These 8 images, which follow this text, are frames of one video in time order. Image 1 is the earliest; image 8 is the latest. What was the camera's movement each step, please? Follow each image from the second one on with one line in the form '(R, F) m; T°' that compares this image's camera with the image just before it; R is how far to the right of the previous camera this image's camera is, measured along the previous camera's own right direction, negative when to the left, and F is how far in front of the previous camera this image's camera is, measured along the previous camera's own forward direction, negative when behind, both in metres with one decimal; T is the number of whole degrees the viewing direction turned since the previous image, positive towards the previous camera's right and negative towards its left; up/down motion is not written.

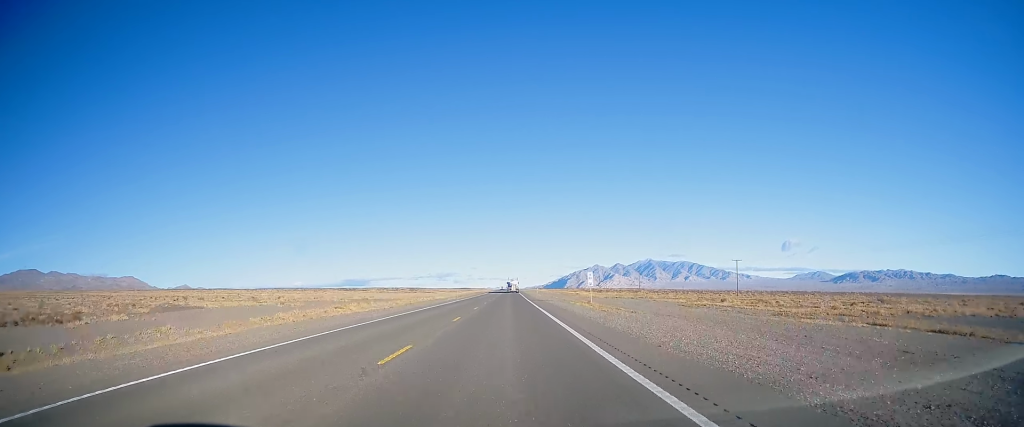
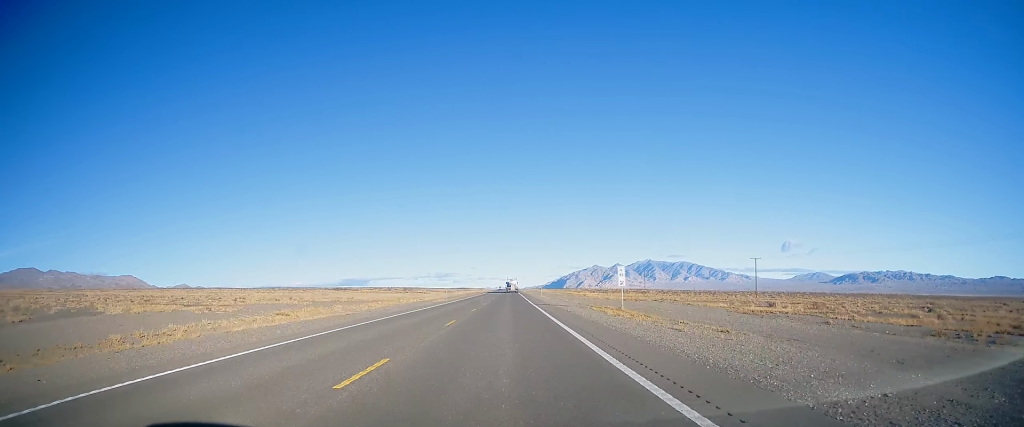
(+0.1, +14.3) m; 0°
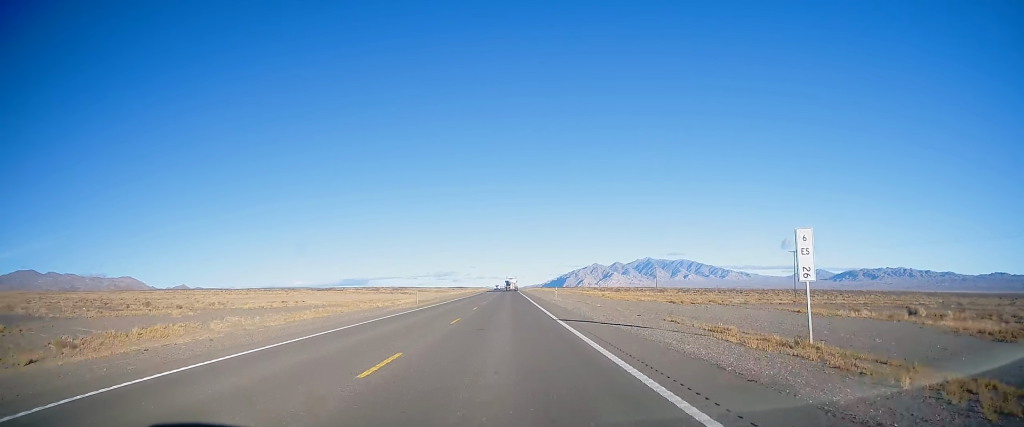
(-0.5, +23.2) m; 0°
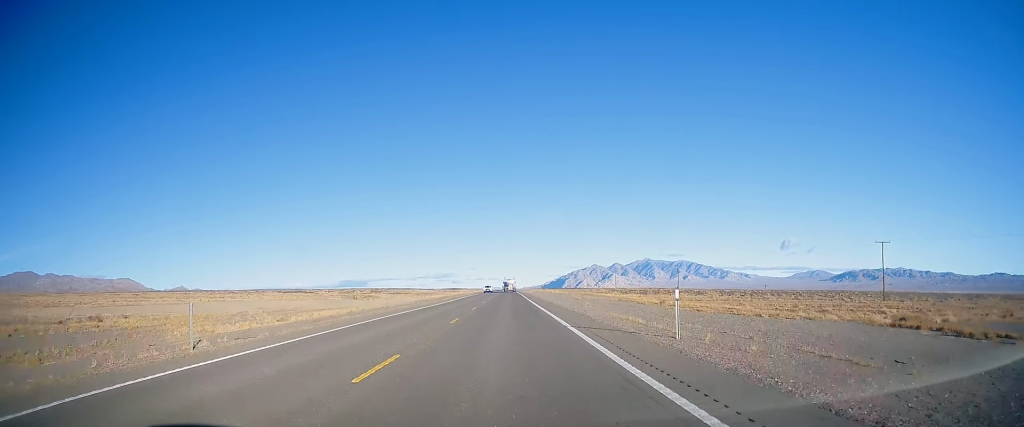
(+0.5, +36.6) m; 0°
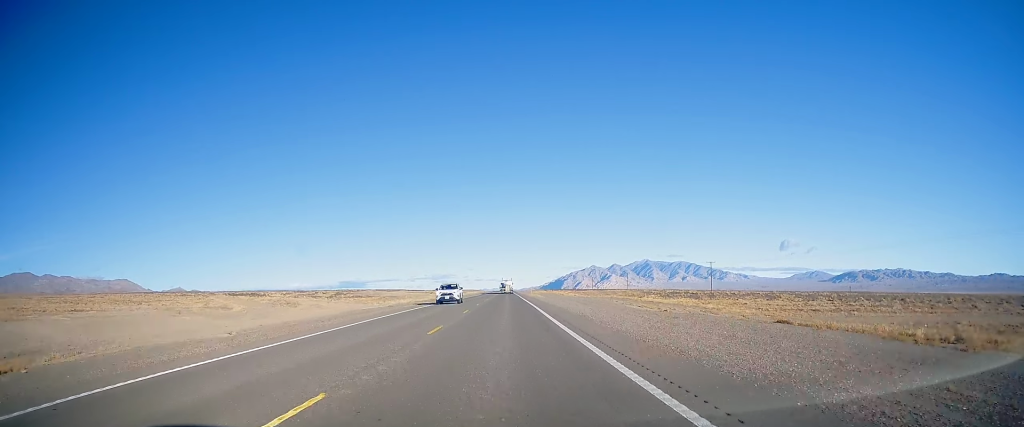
(-0.4, +40.5) m; 0°
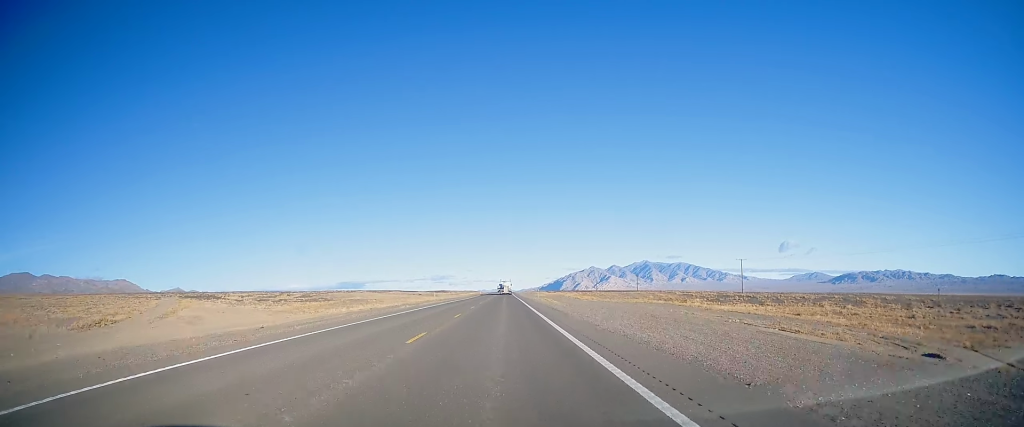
(+0.4, +27.3) m; 0°
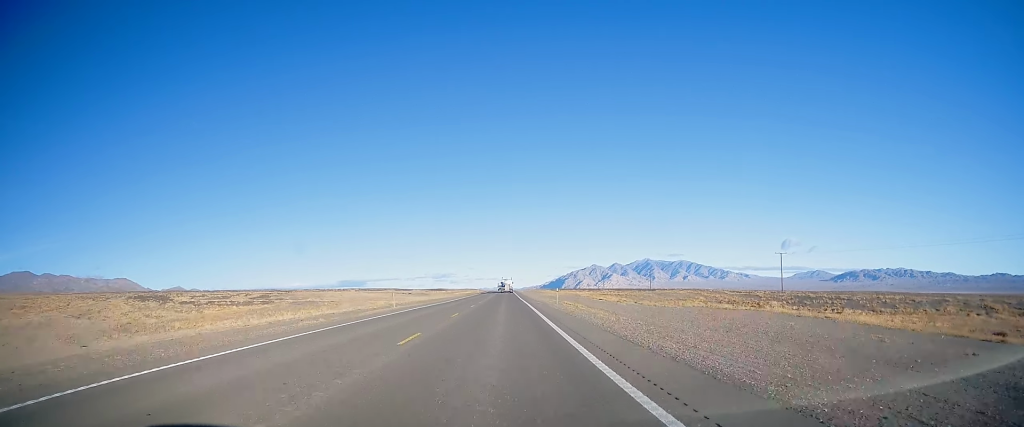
(-0.2, +24.6) m; 0°
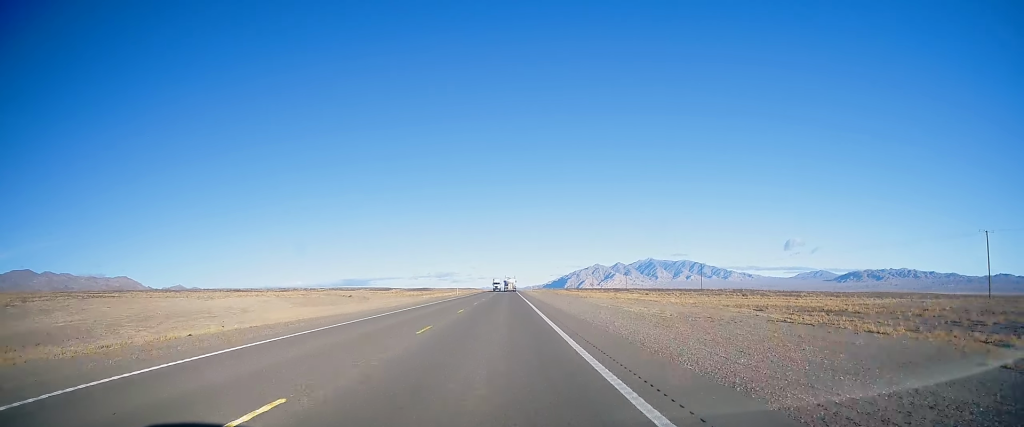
(-0.1, +69.8) m; 0°
